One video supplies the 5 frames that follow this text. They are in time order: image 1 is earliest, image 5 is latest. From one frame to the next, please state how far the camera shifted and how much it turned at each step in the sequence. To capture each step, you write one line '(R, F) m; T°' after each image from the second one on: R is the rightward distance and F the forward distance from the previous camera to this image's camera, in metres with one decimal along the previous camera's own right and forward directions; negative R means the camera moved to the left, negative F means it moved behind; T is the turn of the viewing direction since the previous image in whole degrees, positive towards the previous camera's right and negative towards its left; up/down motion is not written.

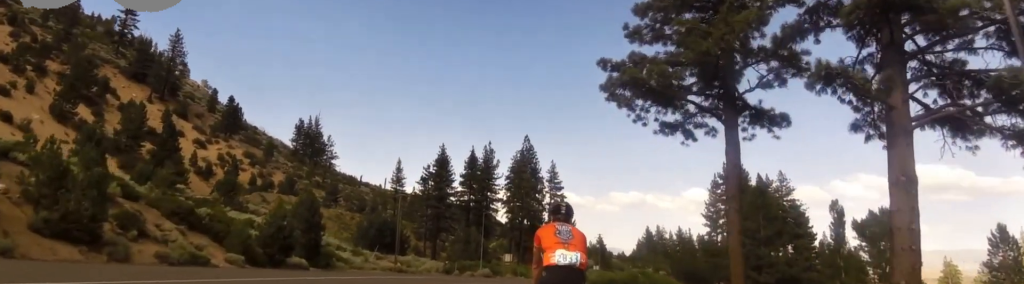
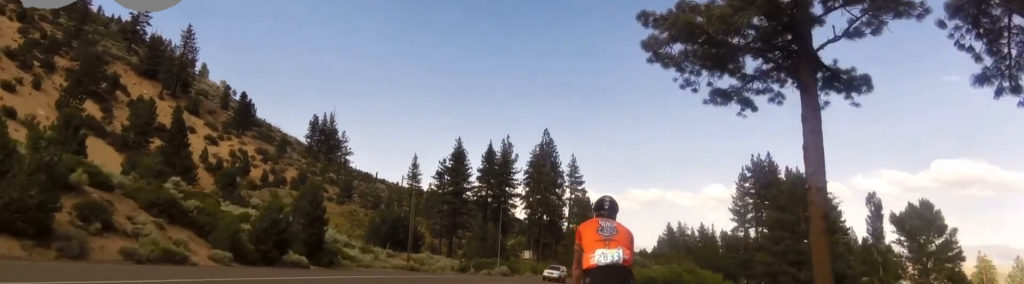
(-0.2, +5.7) m; +2°
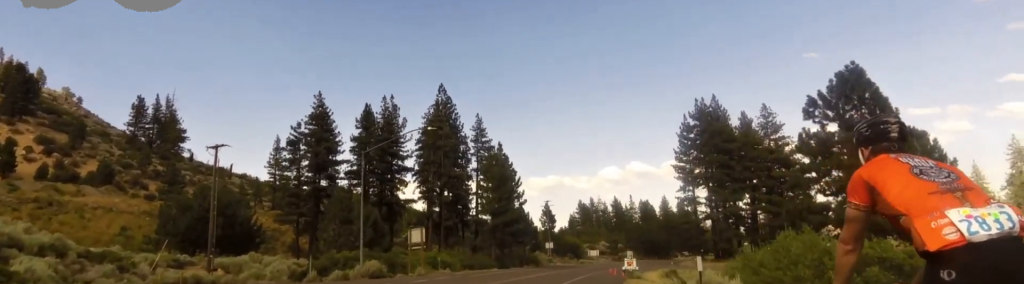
(+2.6, +37.0) m; +7°
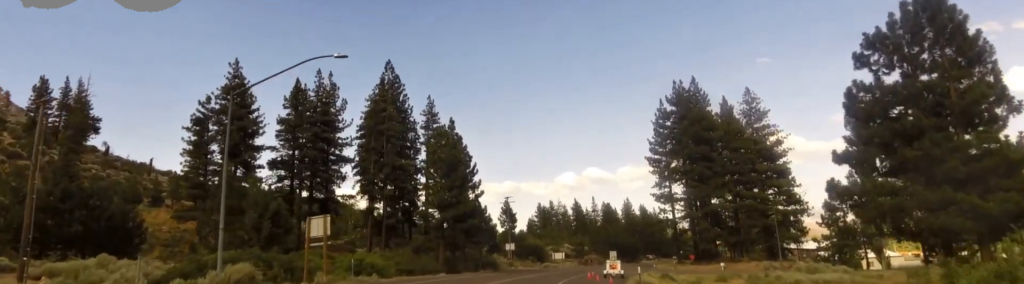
(+0.7, +15.8) m; +5°
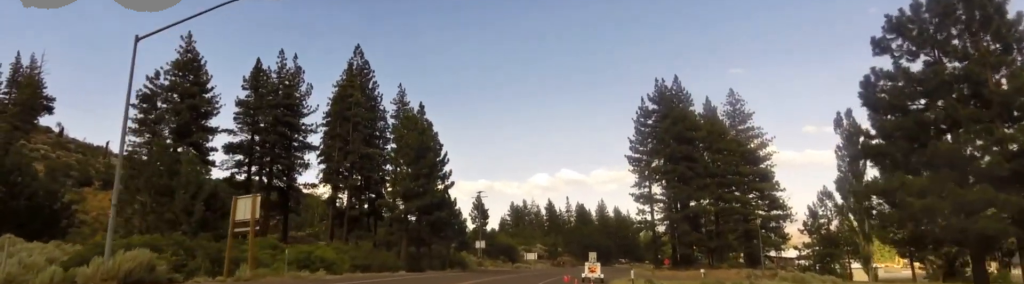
(+0.1, +5.5) m; 0°
